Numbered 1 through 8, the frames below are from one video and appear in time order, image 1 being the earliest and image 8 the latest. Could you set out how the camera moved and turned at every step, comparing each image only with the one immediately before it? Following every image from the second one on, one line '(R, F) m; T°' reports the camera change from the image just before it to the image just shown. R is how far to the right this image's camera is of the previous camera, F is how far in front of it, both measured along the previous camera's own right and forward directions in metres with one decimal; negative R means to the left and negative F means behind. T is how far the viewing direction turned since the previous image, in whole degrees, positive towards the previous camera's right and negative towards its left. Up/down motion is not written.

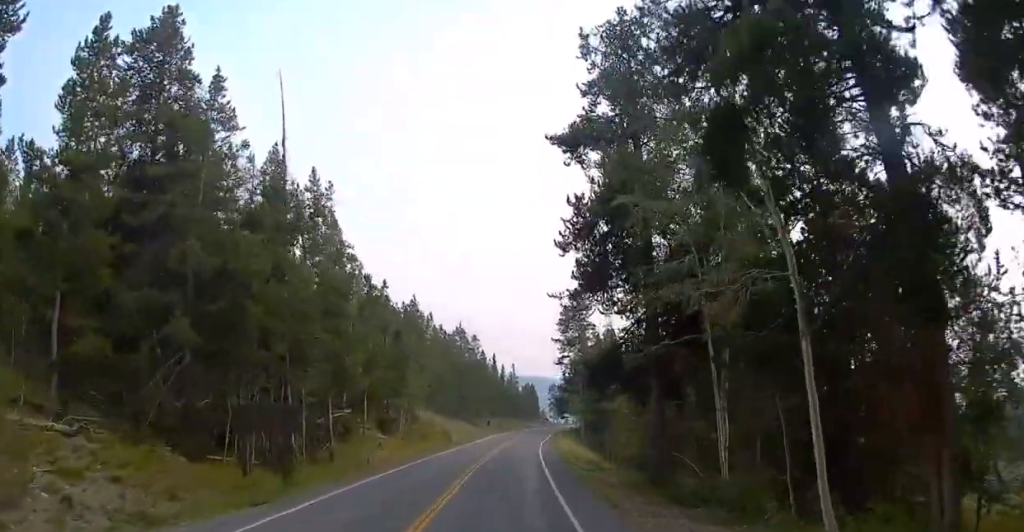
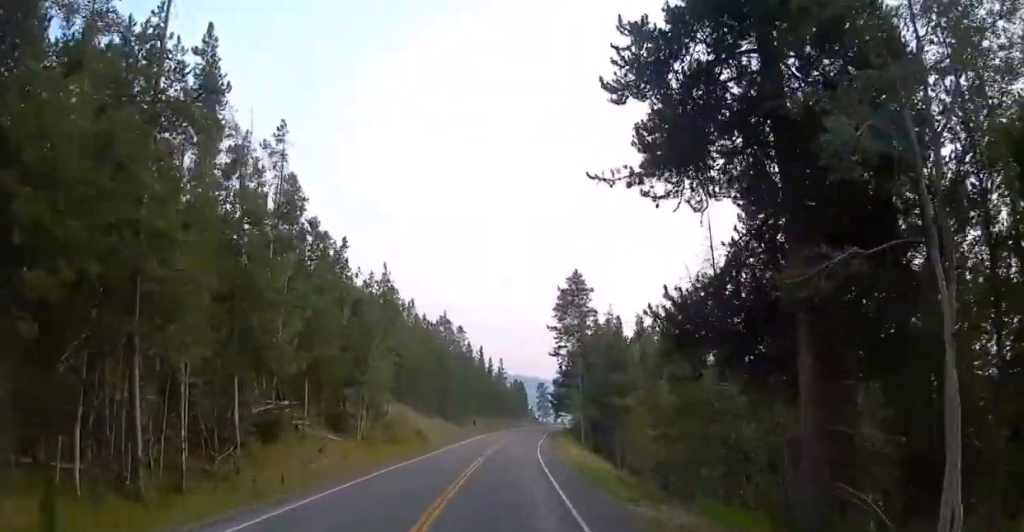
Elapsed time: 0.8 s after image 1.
(0.0, +13.7) m; +1°
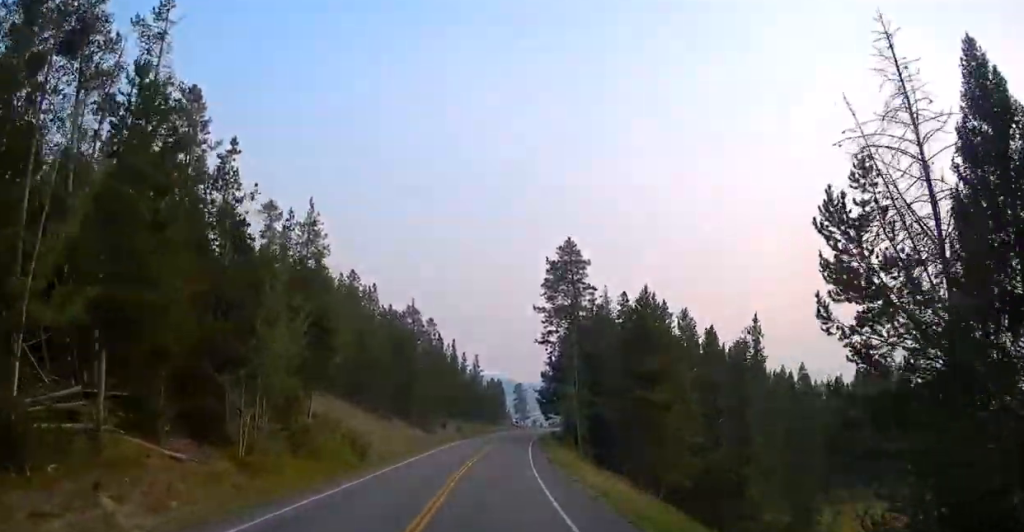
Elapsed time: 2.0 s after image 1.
(+0.1, +18.6) m; +1°
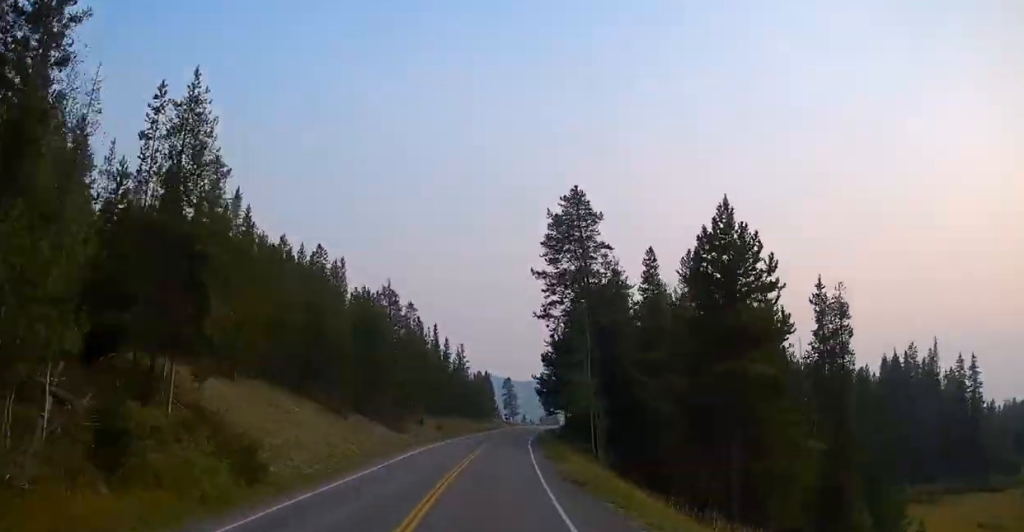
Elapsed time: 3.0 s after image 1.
(+0.1, +16.0) m; +1°
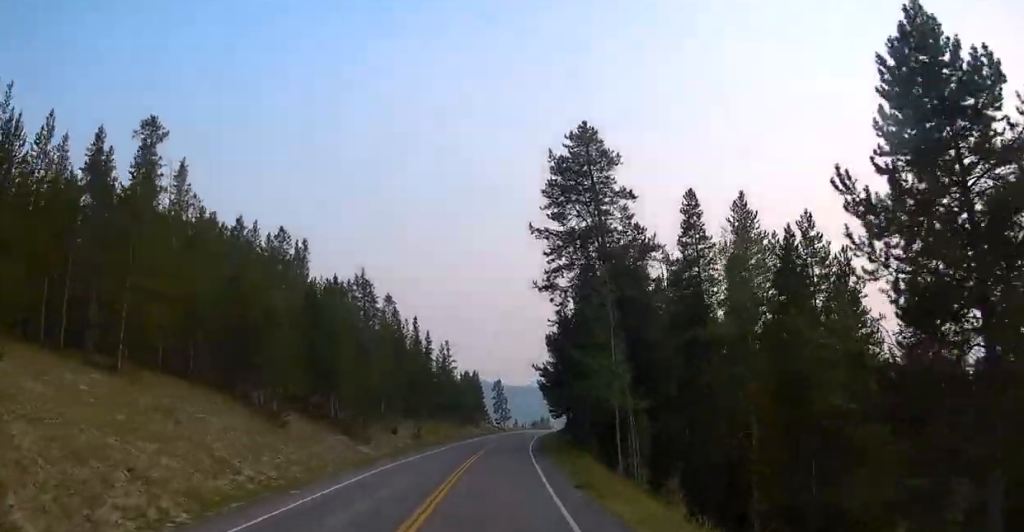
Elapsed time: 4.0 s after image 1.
(0.0, +14.1) m; +1°
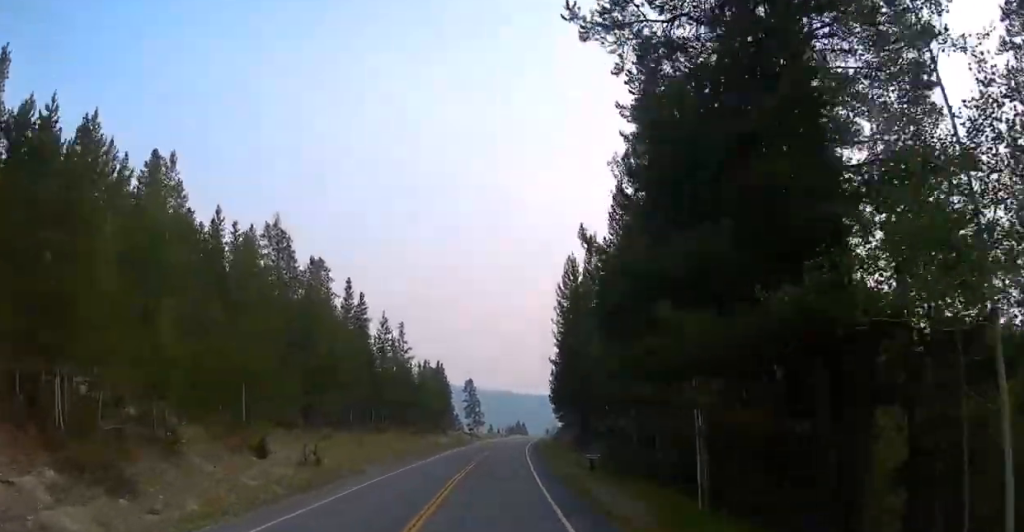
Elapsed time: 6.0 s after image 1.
(+0.7, +32.1) m; +2°
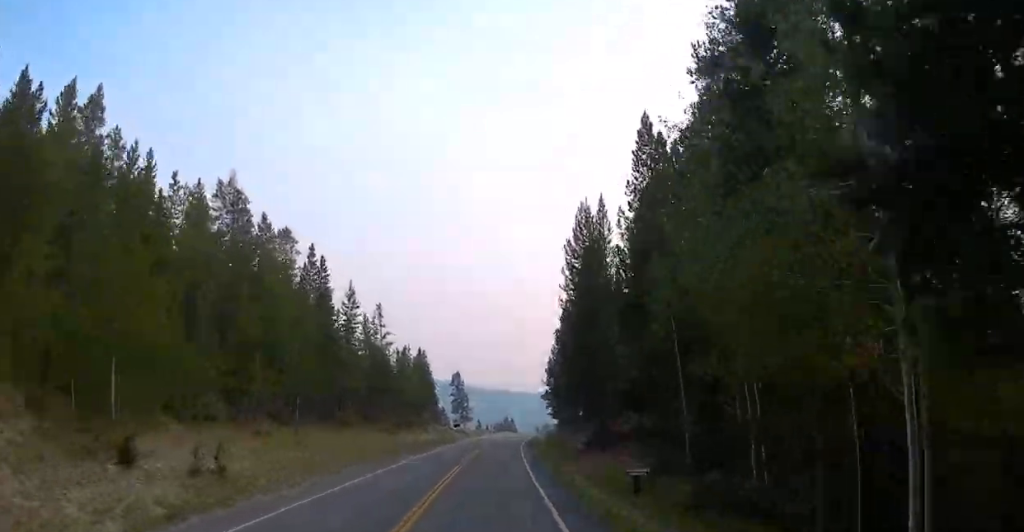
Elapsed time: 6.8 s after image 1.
(+0.1, +11.2) m; +1°
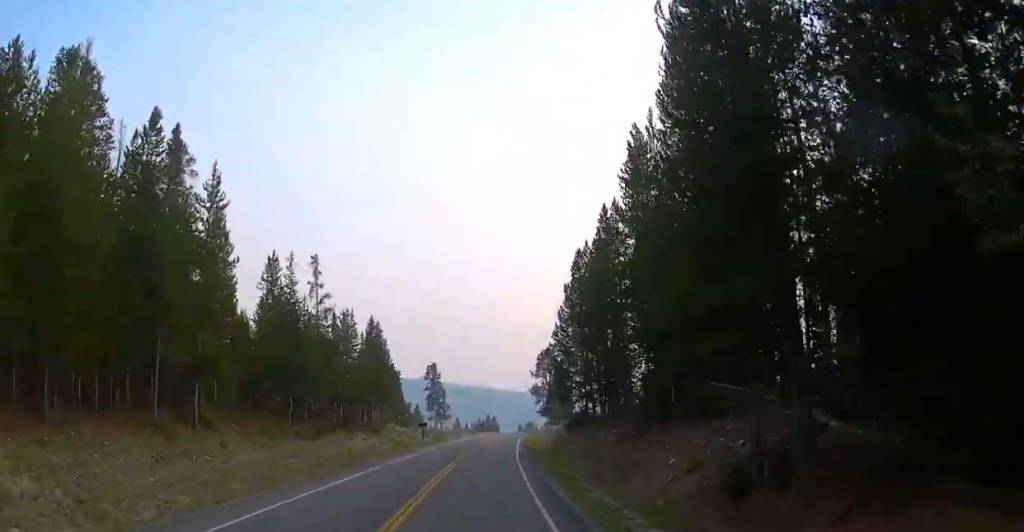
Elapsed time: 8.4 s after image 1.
(+0.2, +23.9) m; 0°
